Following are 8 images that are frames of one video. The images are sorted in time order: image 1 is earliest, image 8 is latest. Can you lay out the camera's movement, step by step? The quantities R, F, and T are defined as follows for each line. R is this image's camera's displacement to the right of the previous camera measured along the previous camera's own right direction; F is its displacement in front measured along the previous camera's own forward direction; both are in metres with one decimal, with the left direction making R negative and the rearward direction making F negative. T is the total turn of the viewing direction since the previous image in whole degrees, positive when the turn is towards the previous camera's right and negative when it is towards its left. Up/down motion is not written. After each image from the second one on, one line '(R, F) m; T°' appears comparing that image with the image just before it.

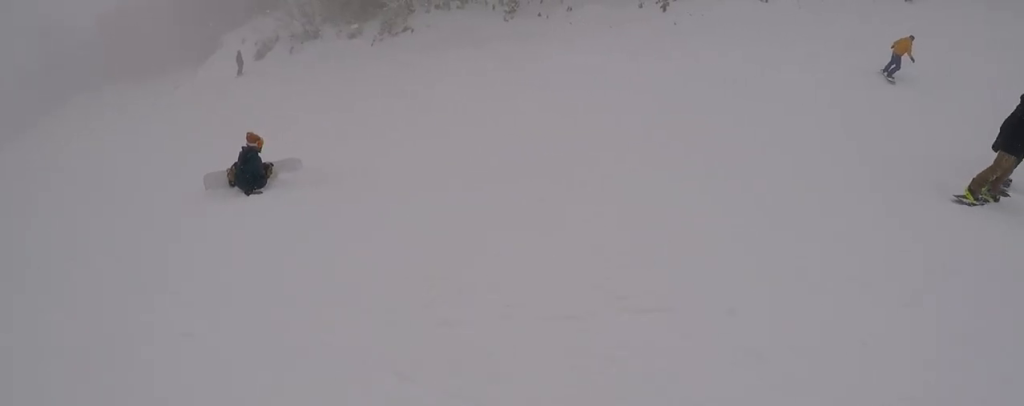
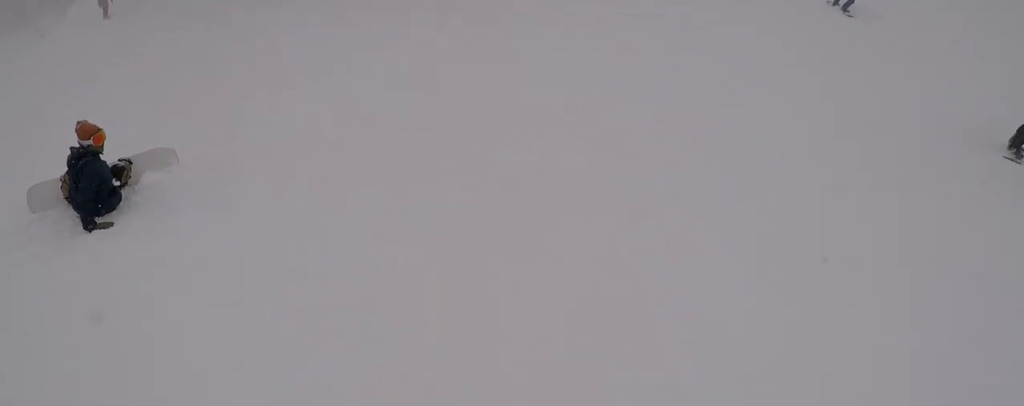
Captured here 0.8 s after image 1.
(+0.1, +3.2) m; +4°
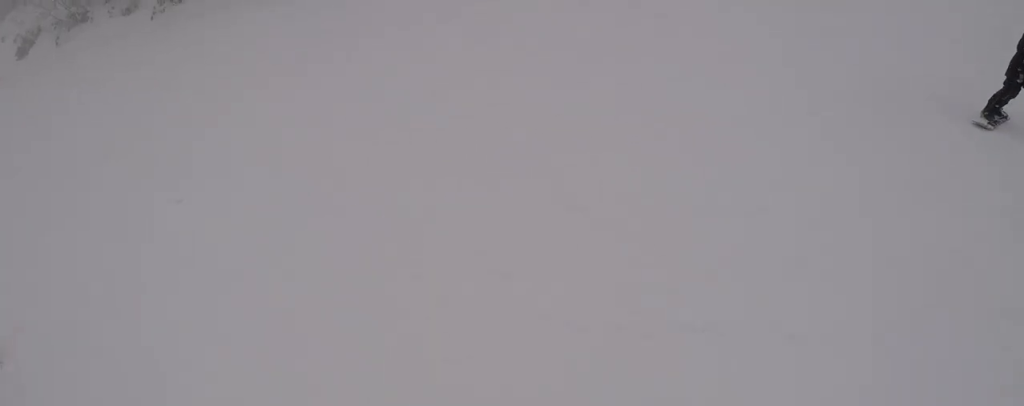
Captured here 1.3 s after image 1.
(0.0, +2.4) m; +5°
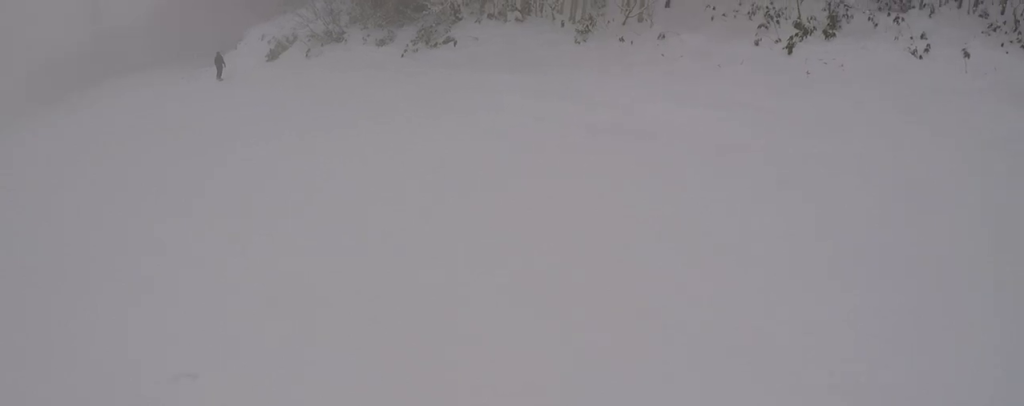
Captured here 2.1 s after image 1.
(+0.3, +3.8) m; -8°
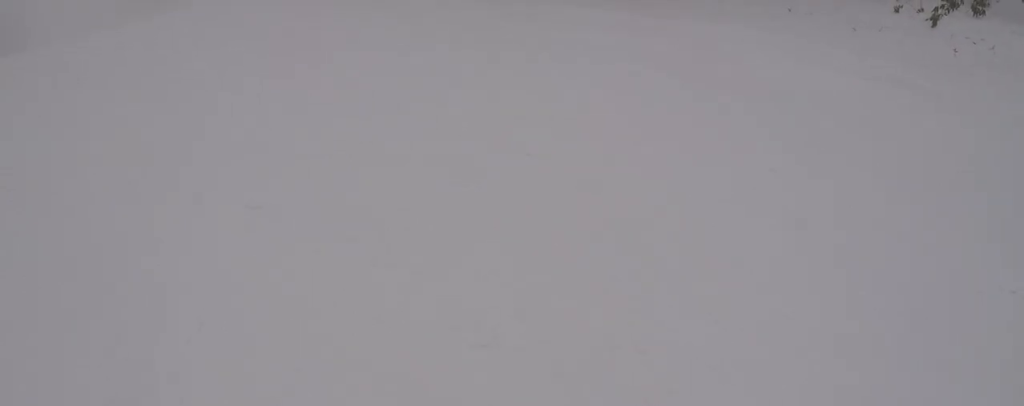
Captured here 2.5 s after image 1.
(+0.2, +2.1) m; -6°
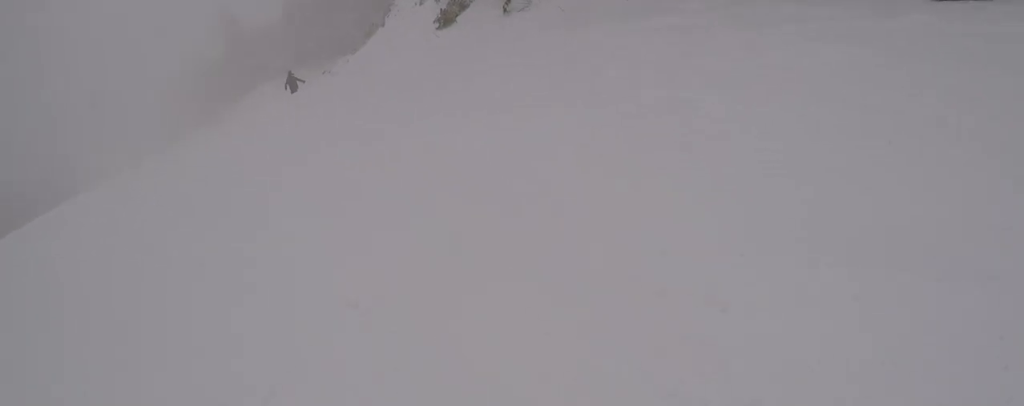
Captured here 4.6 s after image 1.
(-3.1, +10.8) m; -19°
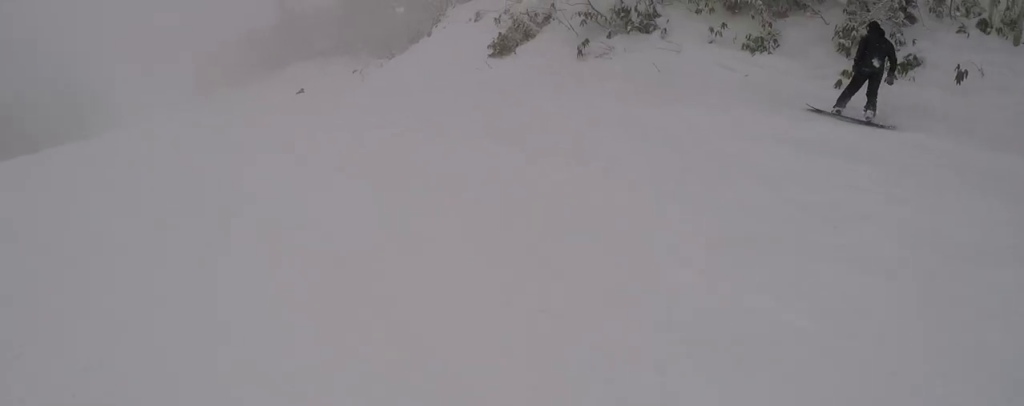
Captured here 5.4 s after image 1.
(+0.2, +4.1) m; -12°
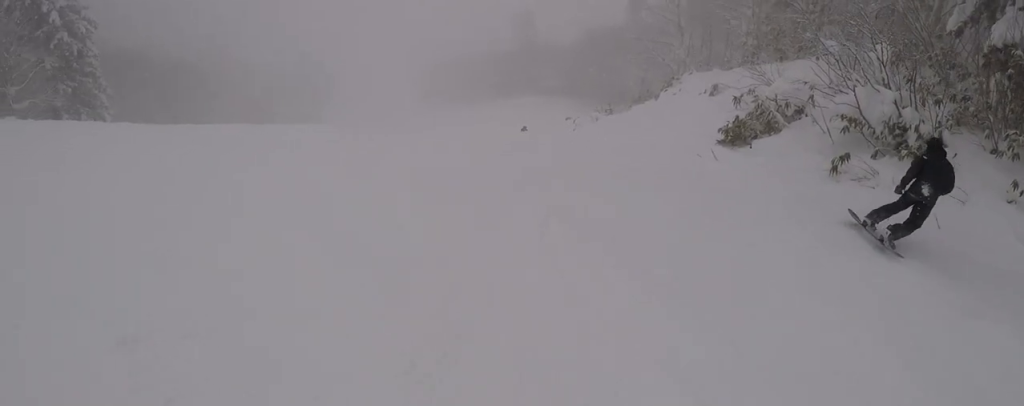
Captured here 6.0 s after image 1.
(-0.8, +2.6) m; -15°
